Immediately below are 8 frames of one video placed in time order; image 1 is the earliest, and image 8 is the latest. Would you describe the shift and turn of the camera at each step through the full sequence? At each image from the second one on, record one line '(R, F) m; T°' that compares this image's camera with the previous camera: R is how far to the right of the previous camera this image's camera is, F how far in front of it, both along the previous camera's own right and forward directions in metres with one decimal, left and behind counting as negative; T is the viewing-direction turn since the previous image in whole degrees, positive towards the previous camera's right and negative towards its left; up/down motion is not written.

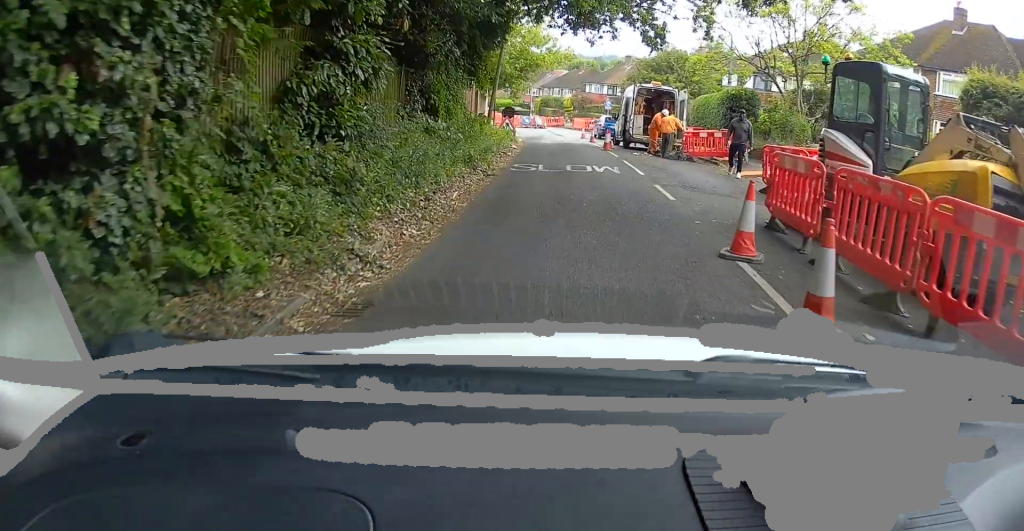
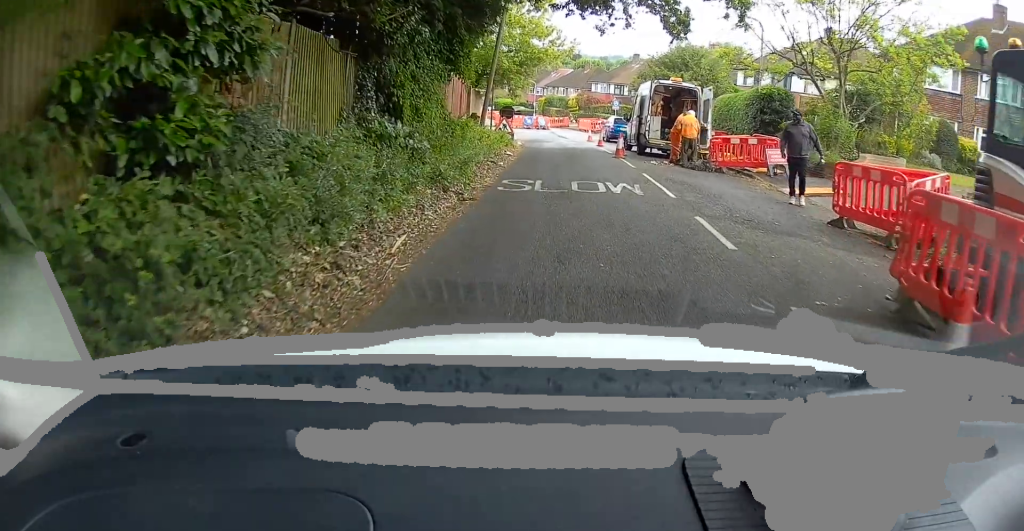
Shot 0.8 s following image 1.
(-0.1, +3.0) m; -2°
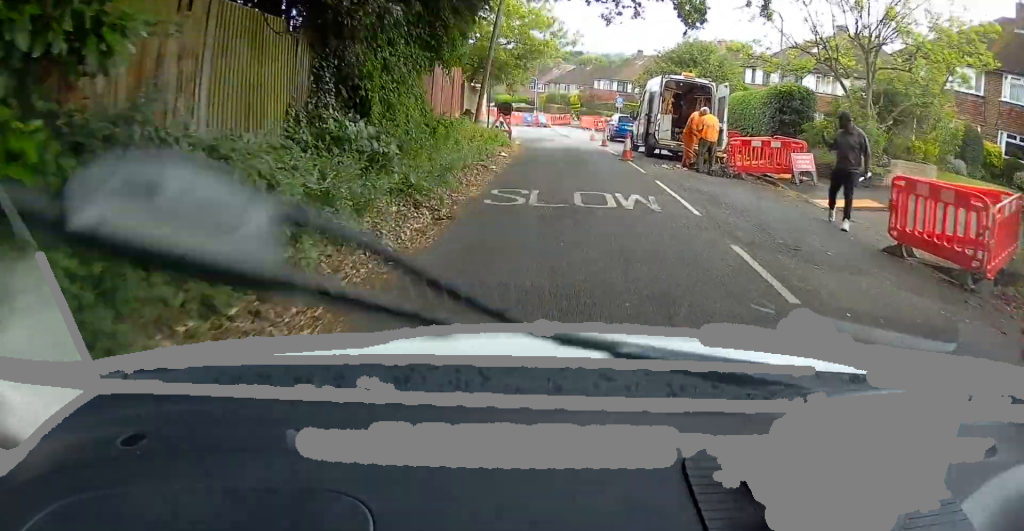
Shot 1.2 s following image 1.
(0.0, +1.7) m; -1°
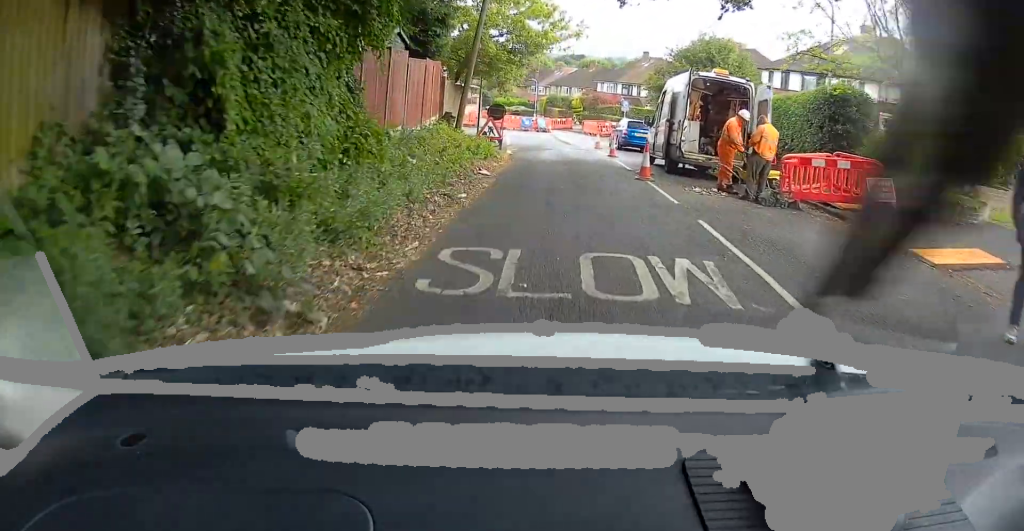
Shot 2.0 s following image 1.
(0.0, +3.5) m; -2°
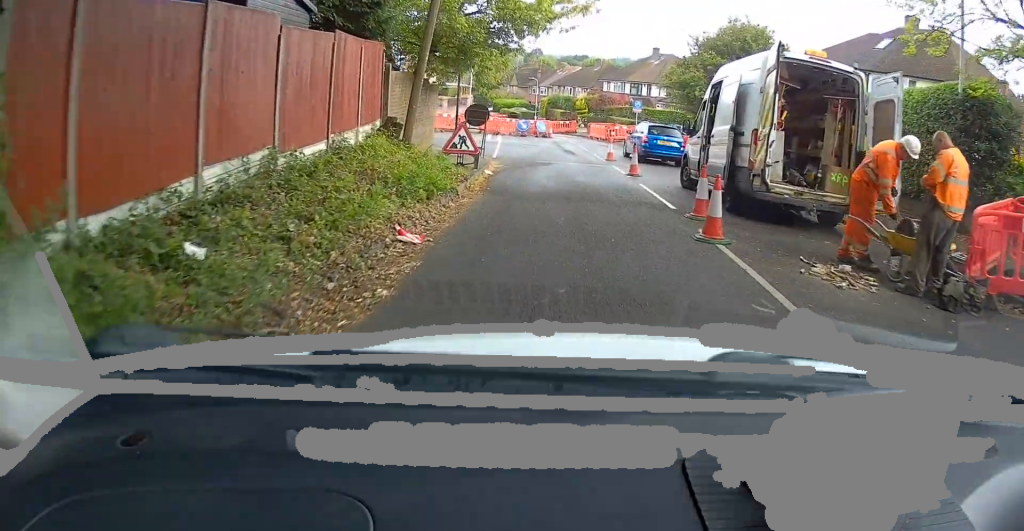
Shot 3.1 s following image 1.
(-0.2, +6.0) m; -3°
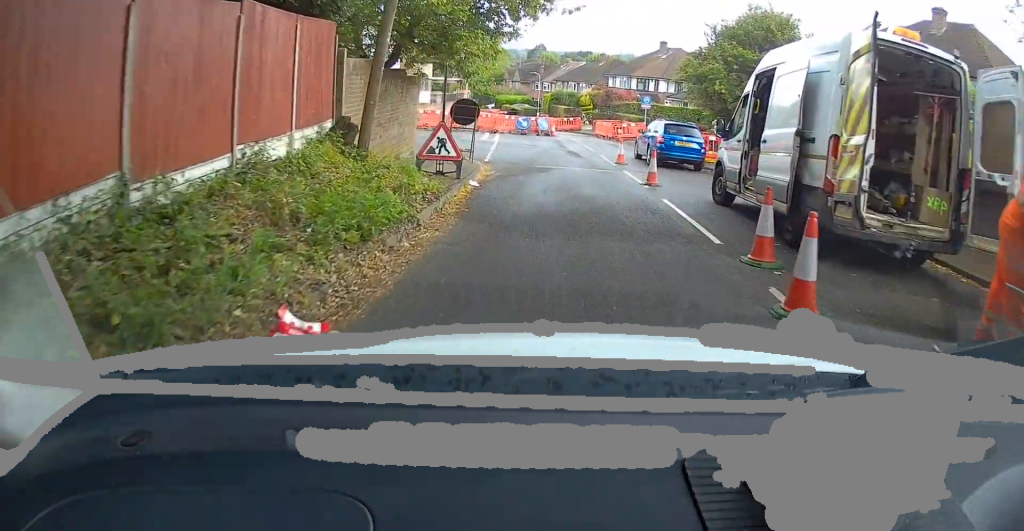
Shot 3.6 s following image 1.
(-0.1, +2.8) m; +1°
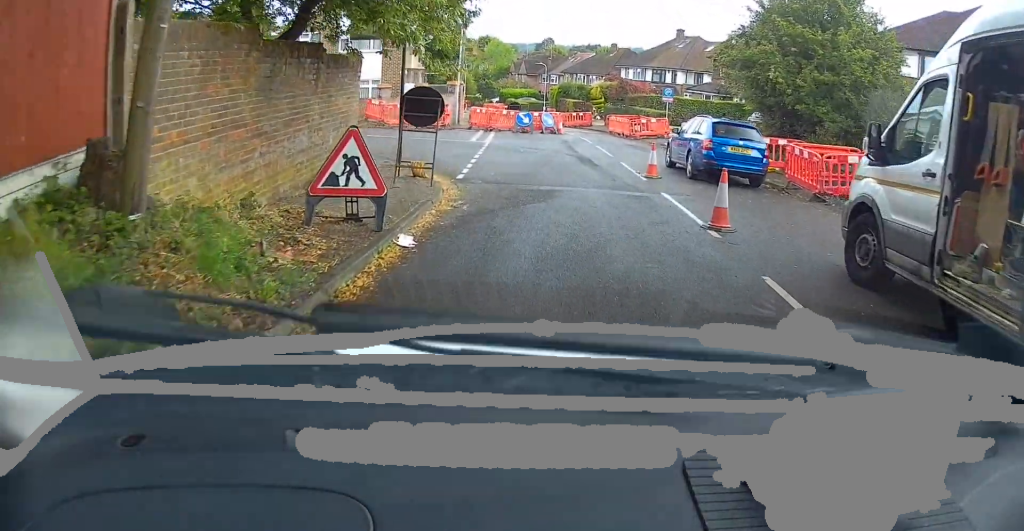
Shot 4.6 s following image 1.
(+0.2, +5.9) m; +2°
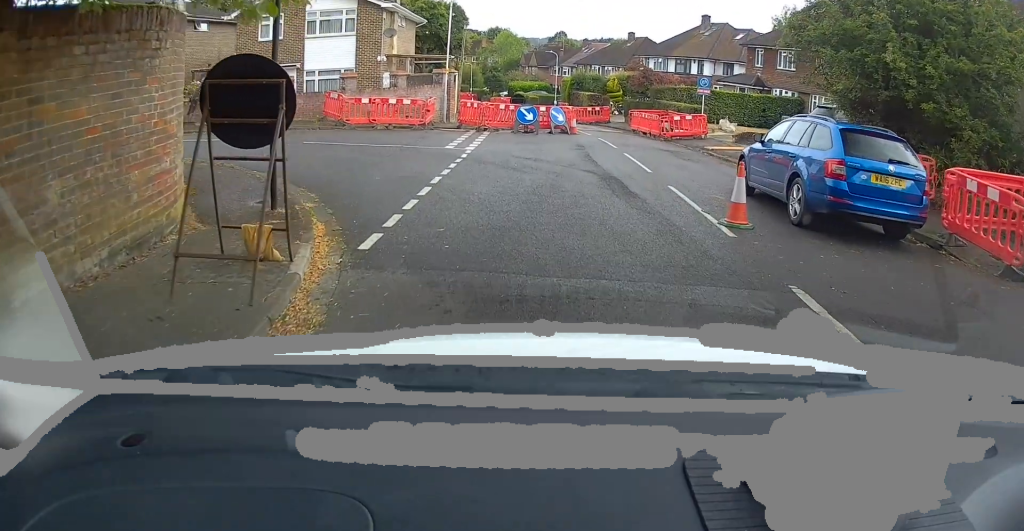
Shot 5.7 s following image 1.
(0.0, +7.1) m; 0°
